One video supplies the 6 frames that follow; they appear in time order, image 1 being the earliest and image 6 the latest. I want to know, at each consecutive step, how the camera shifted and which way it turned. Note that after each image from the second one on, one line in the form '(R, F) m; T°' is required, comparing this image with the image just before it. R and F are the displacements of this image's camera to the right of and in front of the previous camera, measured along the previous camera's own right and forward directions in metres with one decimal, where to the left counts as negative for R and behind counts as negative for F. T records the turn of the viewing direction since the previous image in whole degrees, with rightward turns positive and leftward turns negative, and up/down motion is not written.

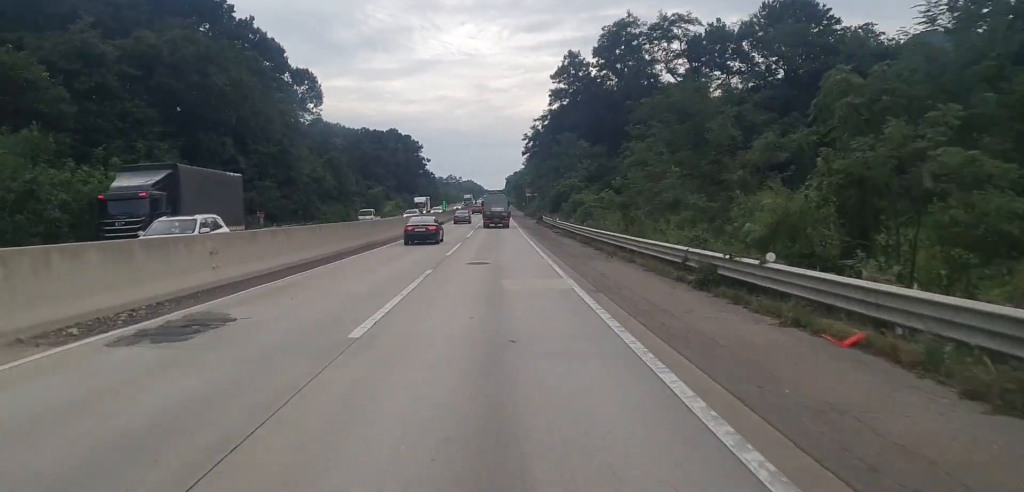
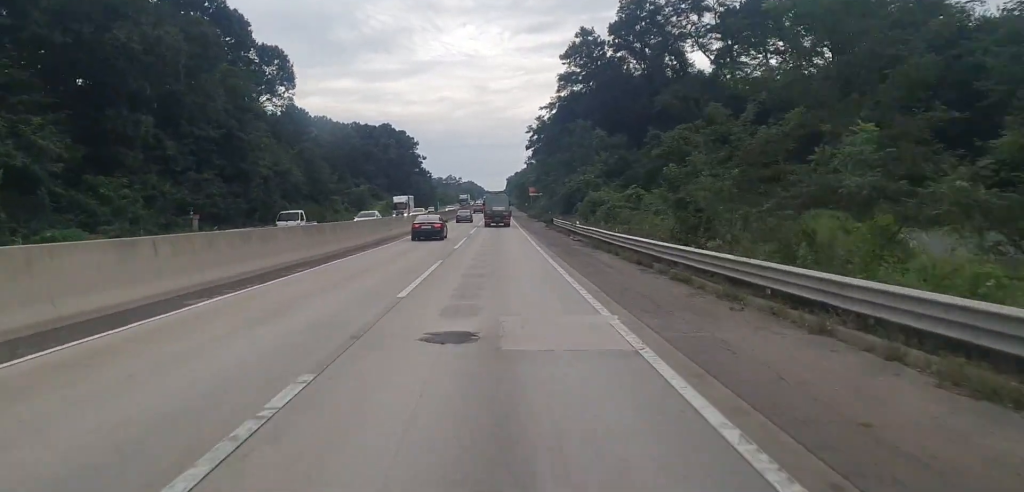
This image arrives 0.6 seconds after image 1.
(0.0, +15.2) m; 0°
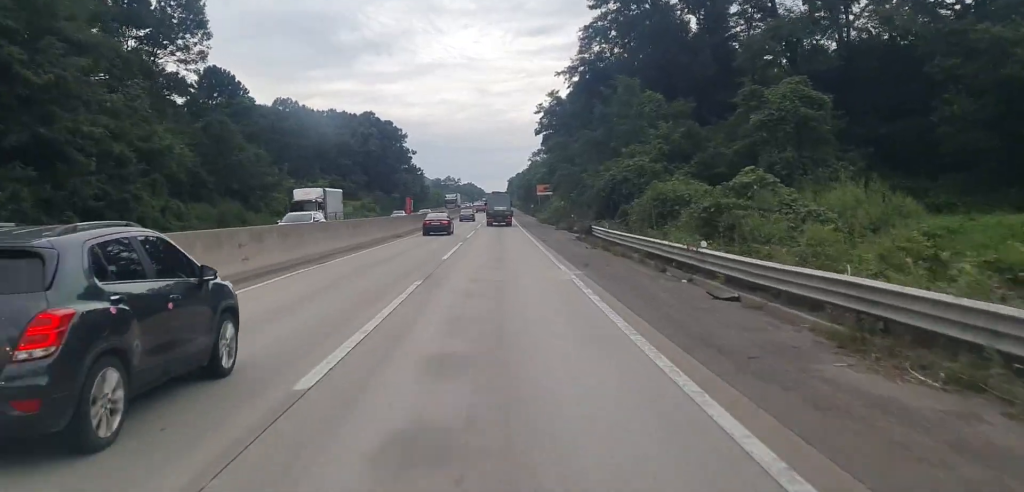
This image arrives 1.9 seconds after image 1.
(0.0, +26.5) m; 0°
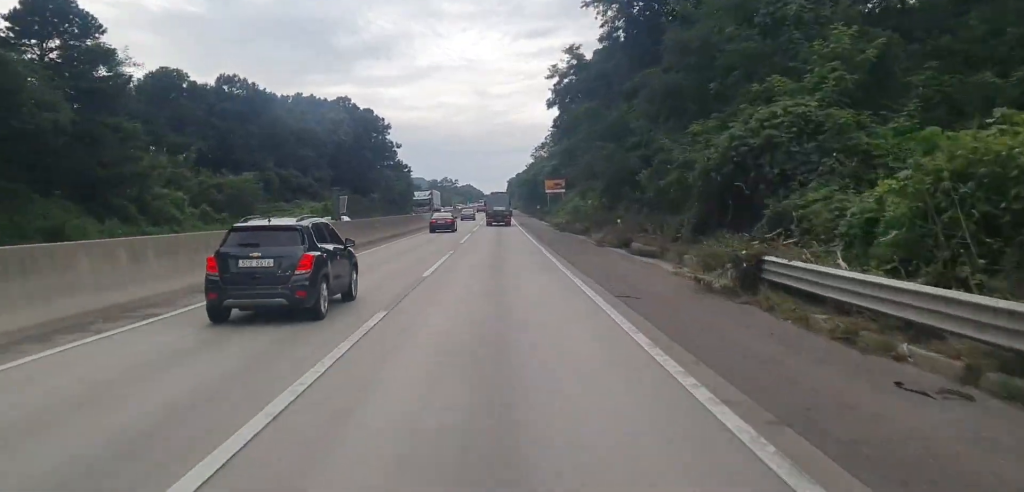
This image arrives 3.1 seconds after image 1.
(0.0, +25.0) m; 0°
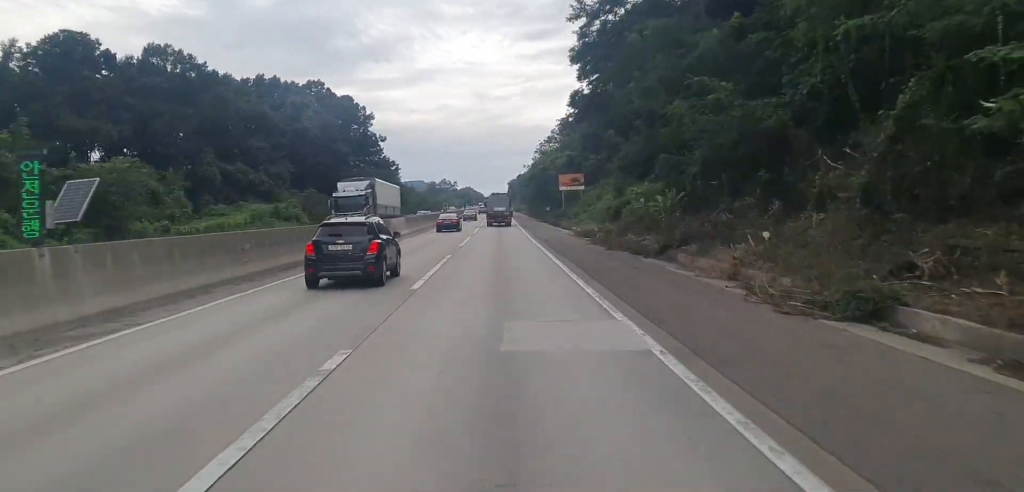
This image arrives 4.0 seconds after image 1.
(0.0, +21.9) m; 0°
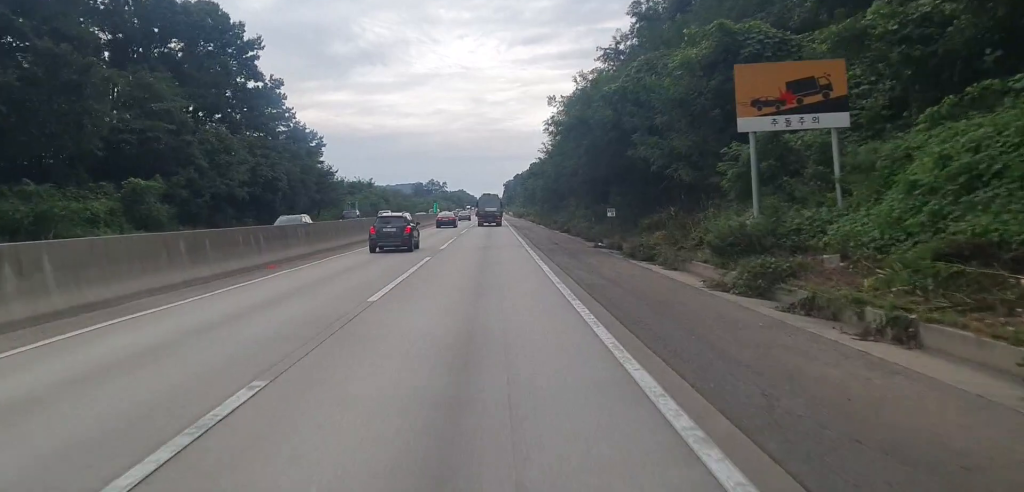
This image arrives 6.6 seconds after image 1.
(+0.4, +65.1) m; +1°
